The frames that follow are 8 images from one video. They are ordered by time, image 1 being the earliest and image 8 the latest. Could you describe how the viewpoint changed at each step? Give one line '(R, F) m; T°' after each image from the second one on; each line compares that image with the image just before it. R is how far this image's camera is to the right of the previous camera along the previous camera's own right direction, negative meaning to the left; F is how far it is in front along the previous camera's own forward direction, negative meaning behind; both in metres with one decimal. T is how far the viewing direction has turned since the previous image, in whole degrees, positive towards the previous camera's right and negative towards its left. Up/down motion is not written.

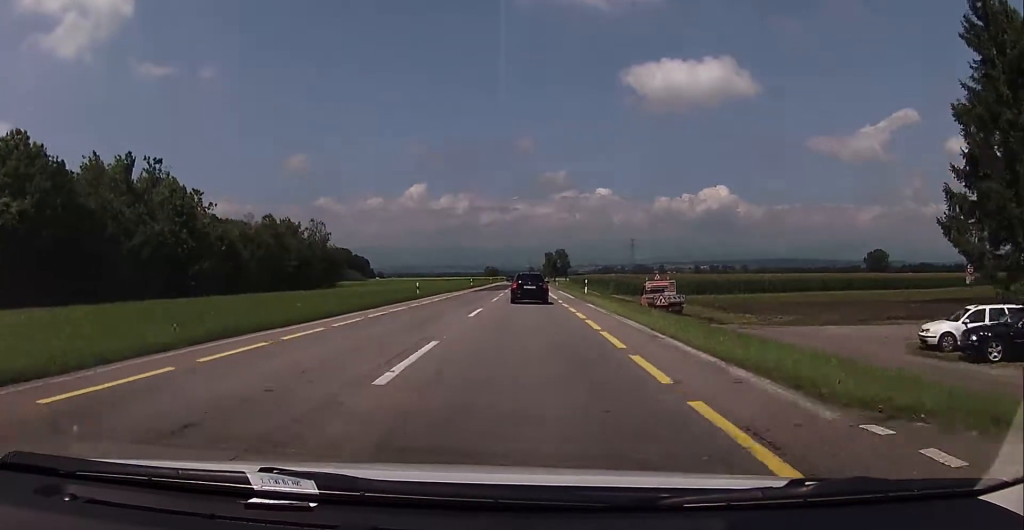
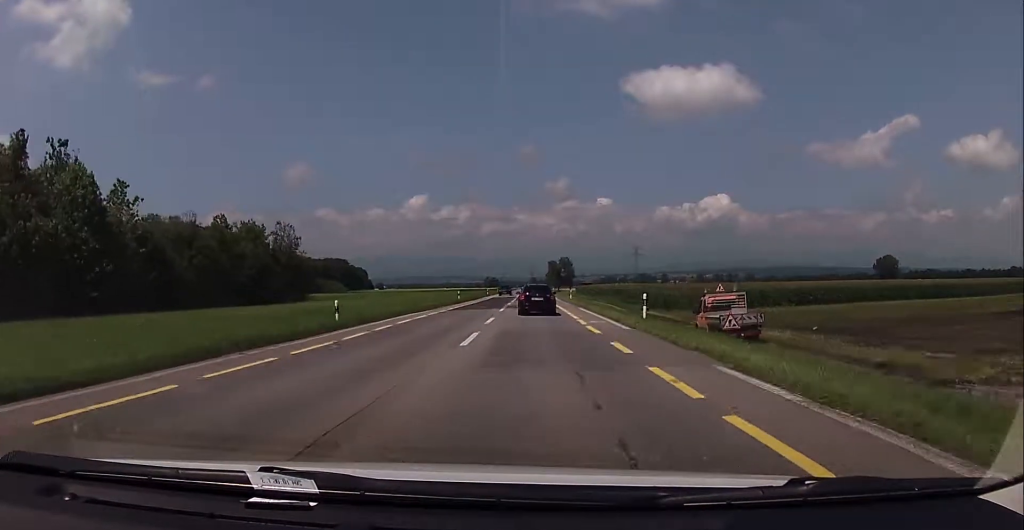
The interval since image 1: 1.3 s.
(-0.3, +20.3) m; -1°
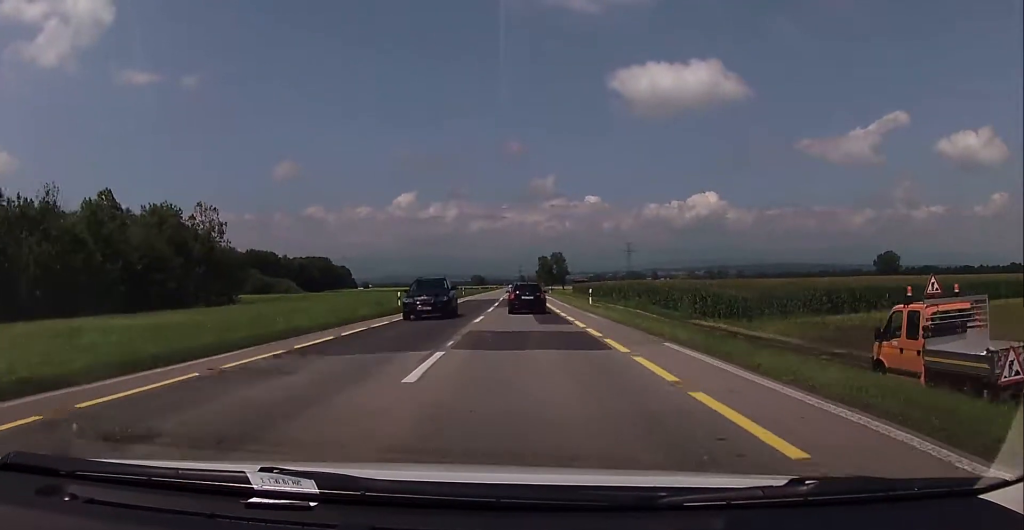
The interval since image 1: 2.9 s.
(+0.3, +26.7) m; +1°
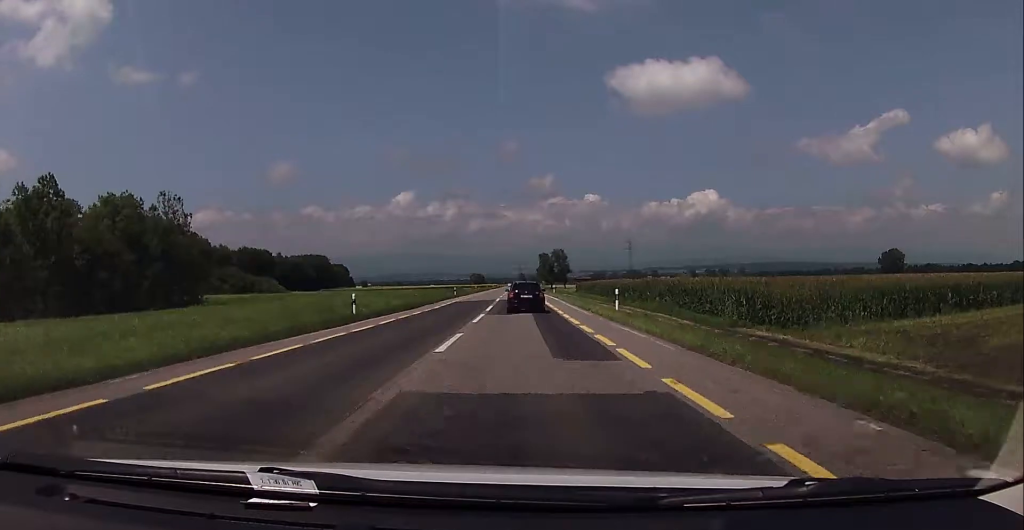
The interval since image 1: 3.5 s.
(+0.1, +10.6) m; 0°
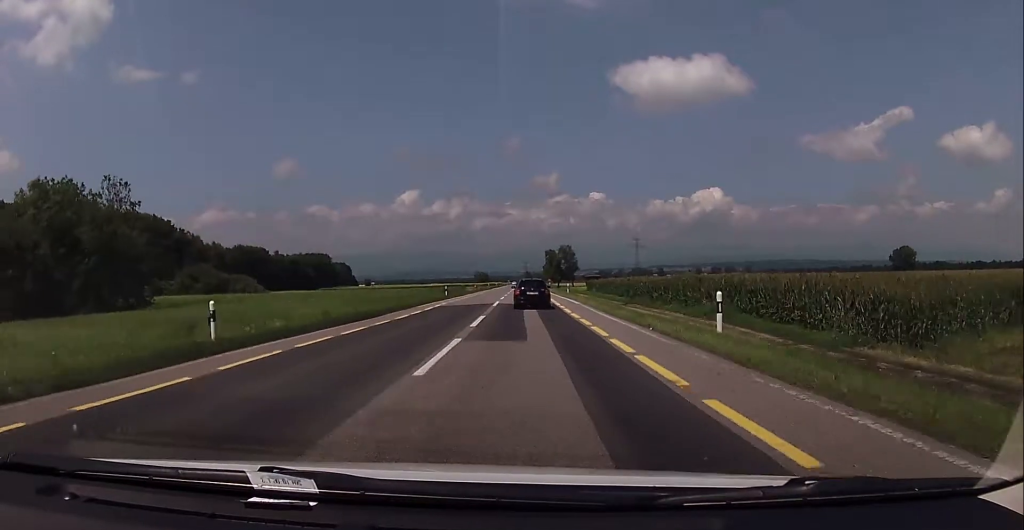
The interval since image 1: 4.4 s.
(-0.2, +14.0) m; 0°
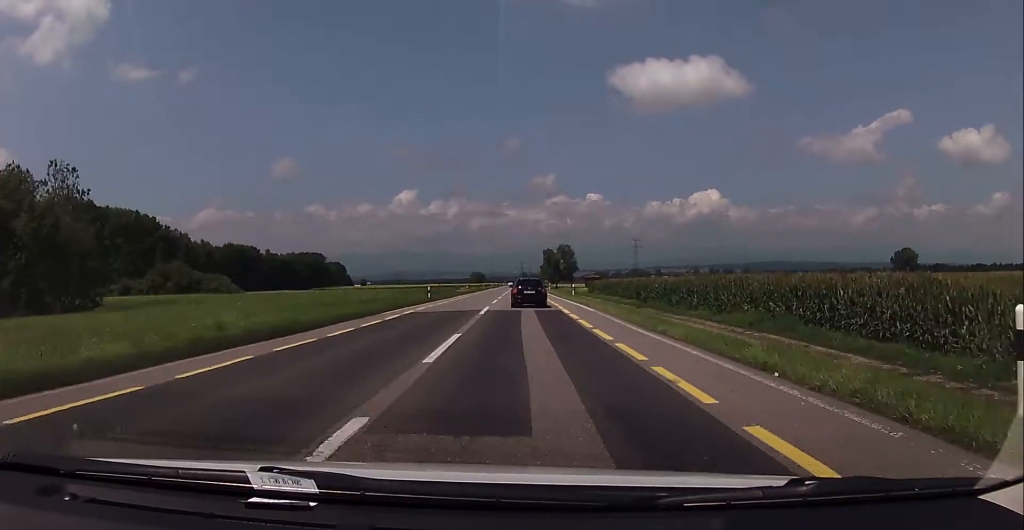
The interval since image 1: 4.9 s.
(+0.1, +9.4) m; 0°
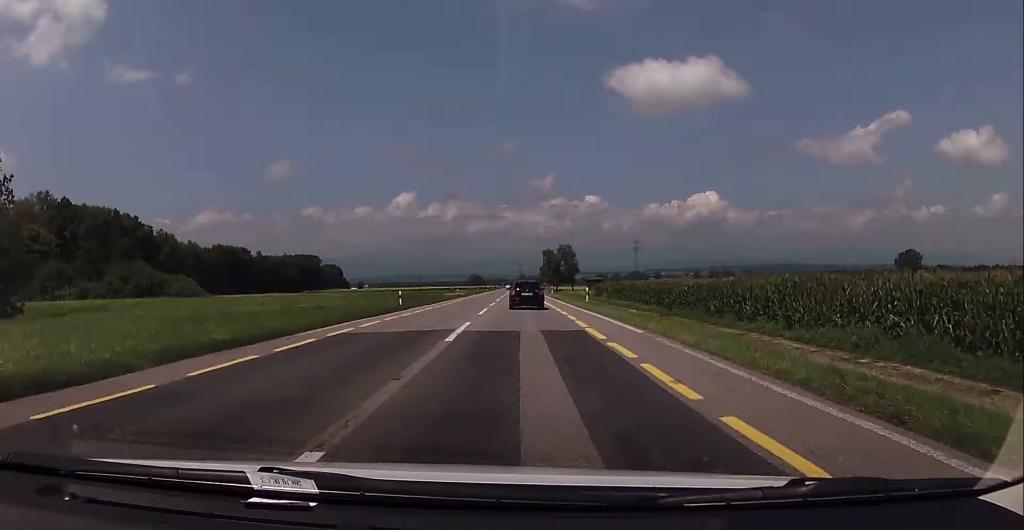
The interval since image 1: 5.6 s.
(+0.2, +11.6) m; 0°
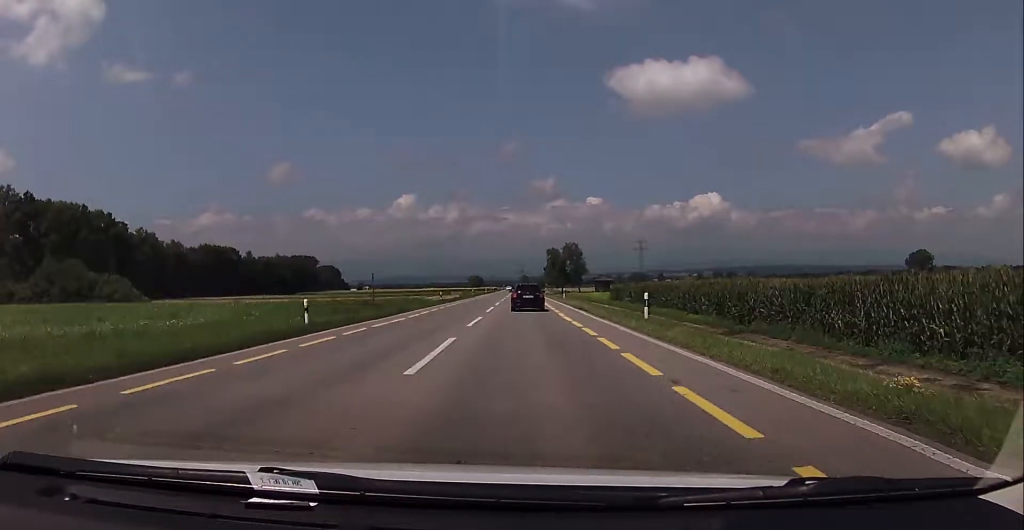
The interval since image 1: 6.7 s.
(-0.2, +17.9) m; +1°
